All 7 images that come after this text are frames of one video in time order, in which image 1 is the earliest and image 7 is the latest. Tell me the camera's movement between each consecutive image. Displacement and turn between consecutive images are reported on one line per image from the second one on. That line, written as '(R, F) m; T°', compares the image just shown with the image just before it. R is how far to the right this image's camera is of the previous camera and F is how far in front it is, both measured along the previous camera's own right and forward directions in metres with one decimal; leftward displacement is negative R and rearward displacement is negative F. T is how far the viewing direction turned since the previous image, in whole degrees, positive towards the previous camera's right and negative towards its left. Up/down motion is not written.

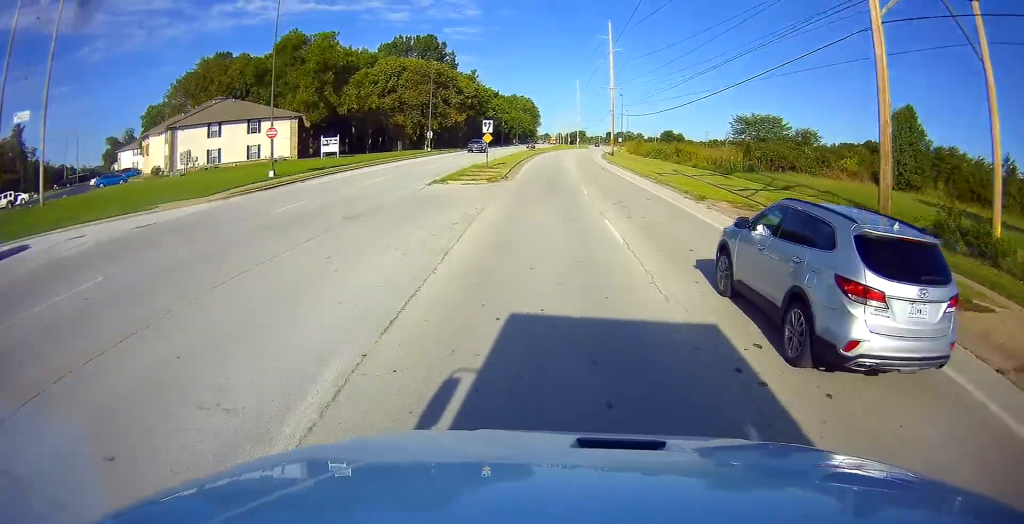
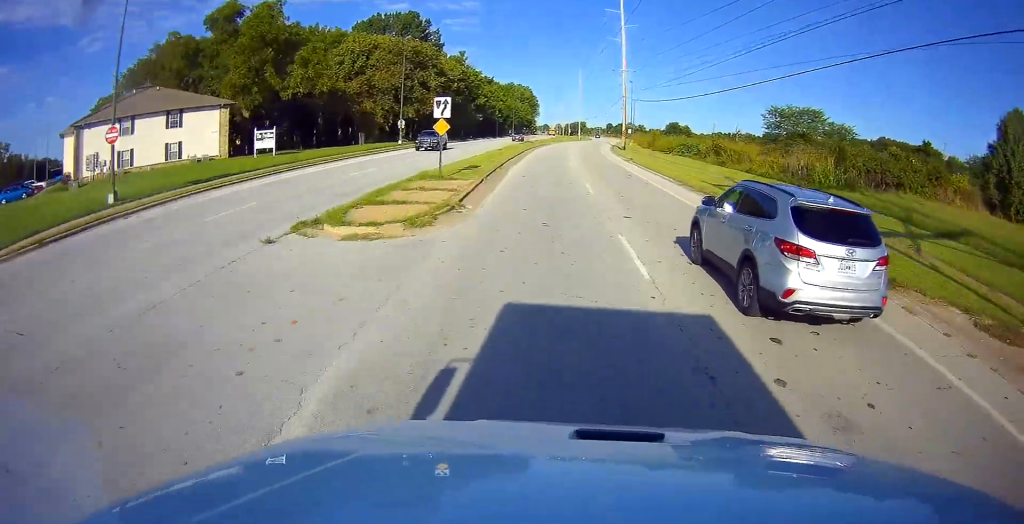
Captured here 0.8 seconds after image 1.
(0.0, +15.5) m; 0°
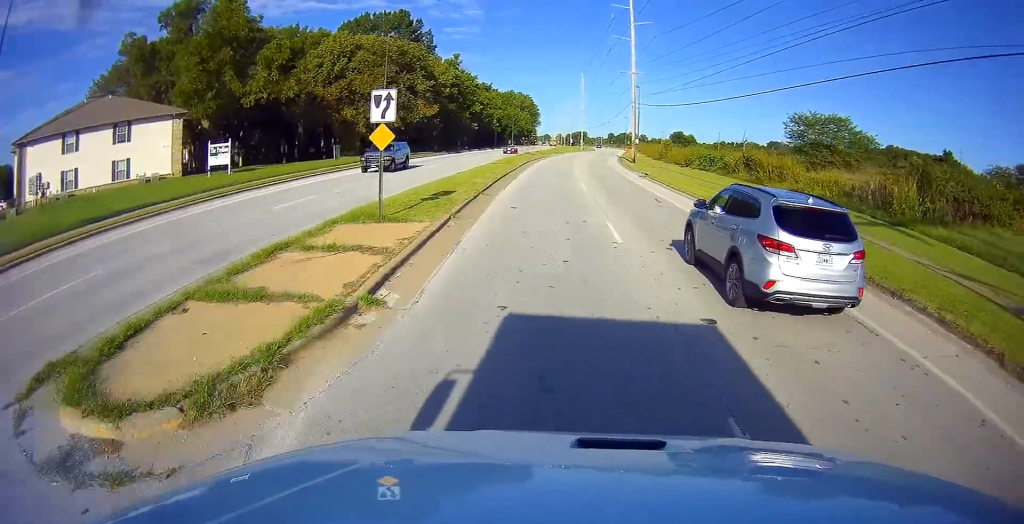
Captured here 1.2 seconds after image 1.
(0.0, +7.8) m; 0°
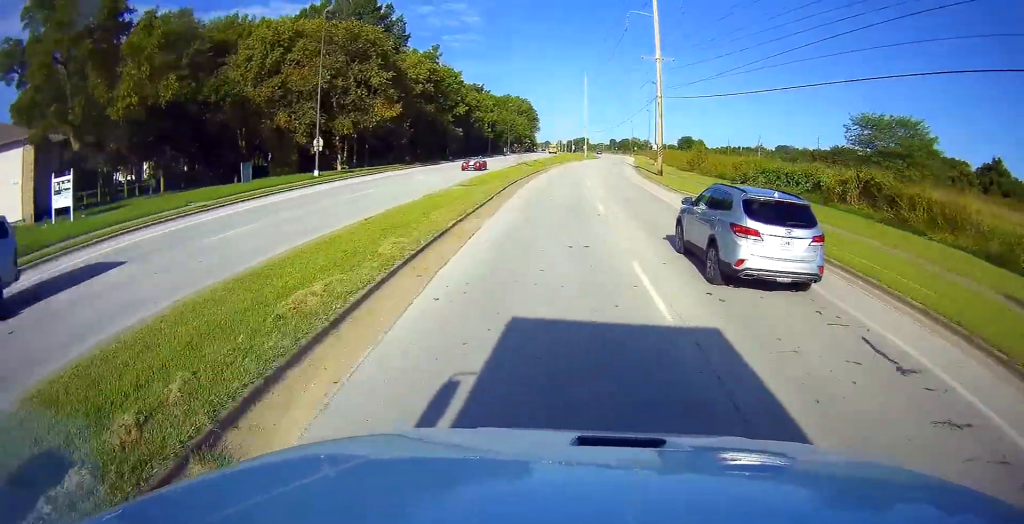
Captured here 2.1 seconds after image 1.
(0.0, +17.2) m; 0°
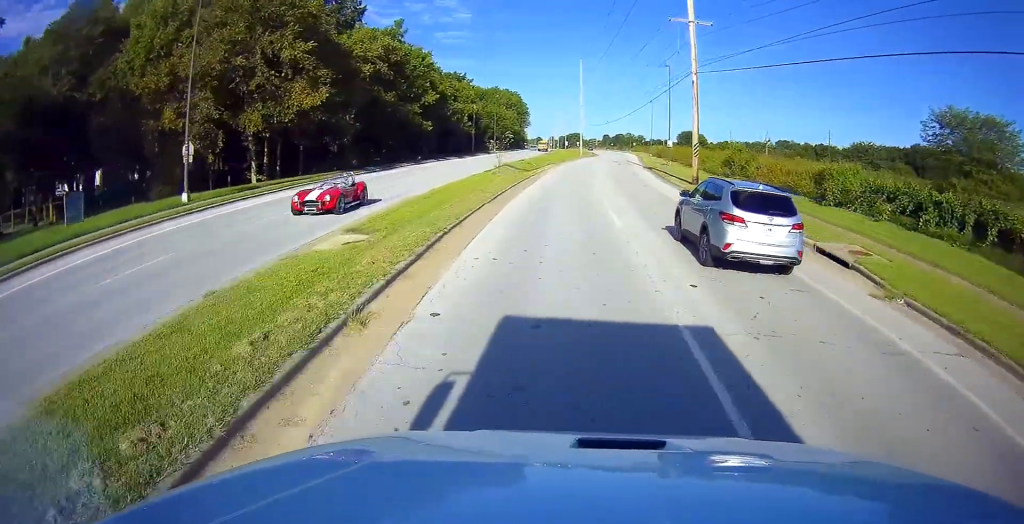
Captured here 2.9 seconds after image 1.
(0.0, +16.0) m; +1°
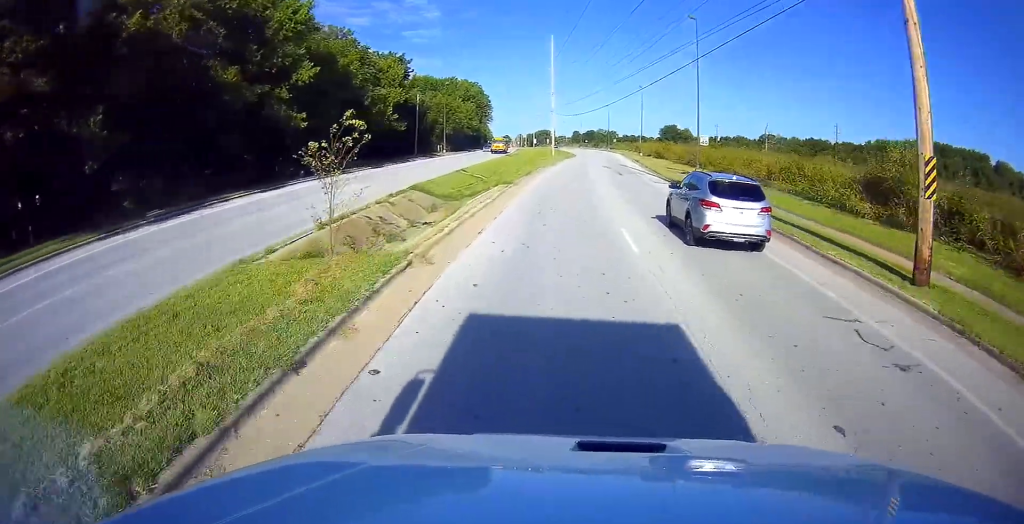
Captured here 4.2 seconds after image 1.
(+0.7, +27.4) m; +3°
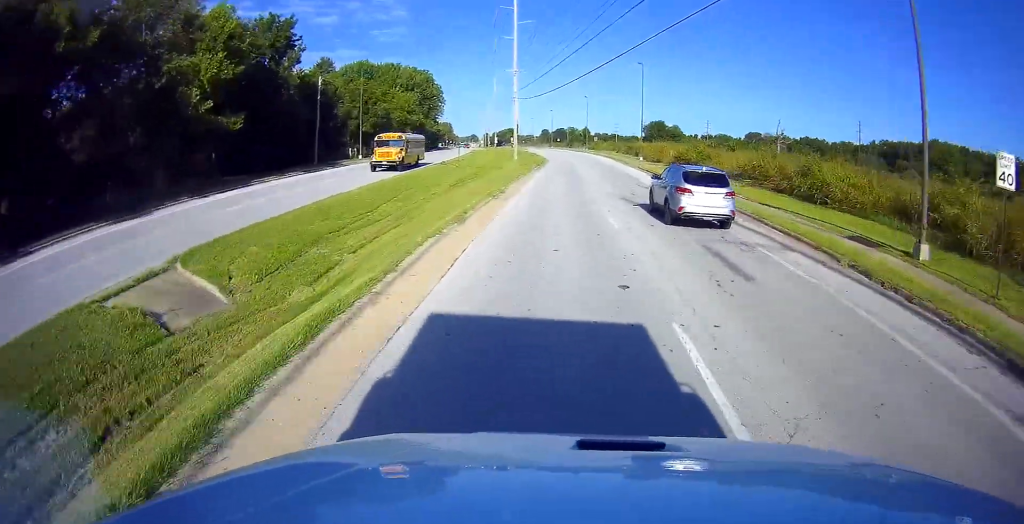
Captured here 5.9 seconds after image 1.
(+0.6, +32.3) m; +3°
